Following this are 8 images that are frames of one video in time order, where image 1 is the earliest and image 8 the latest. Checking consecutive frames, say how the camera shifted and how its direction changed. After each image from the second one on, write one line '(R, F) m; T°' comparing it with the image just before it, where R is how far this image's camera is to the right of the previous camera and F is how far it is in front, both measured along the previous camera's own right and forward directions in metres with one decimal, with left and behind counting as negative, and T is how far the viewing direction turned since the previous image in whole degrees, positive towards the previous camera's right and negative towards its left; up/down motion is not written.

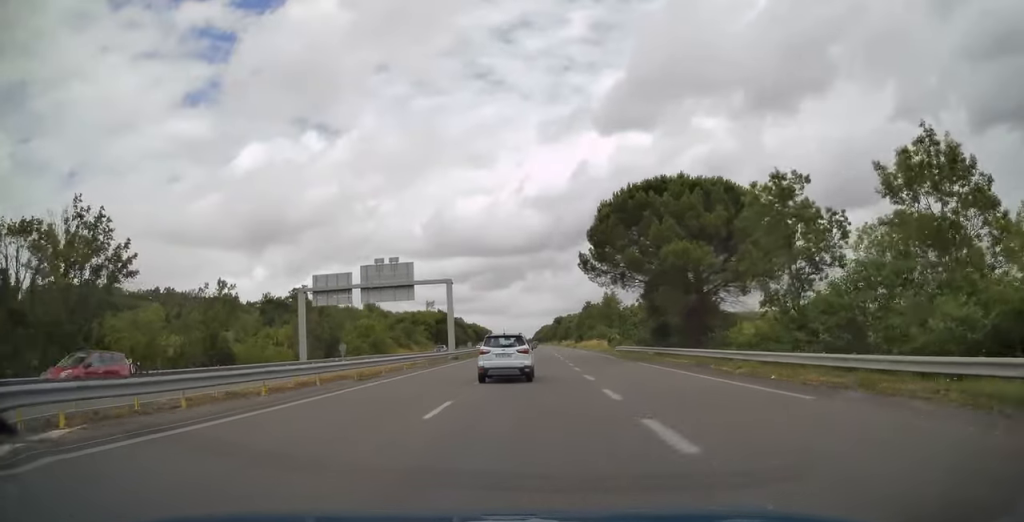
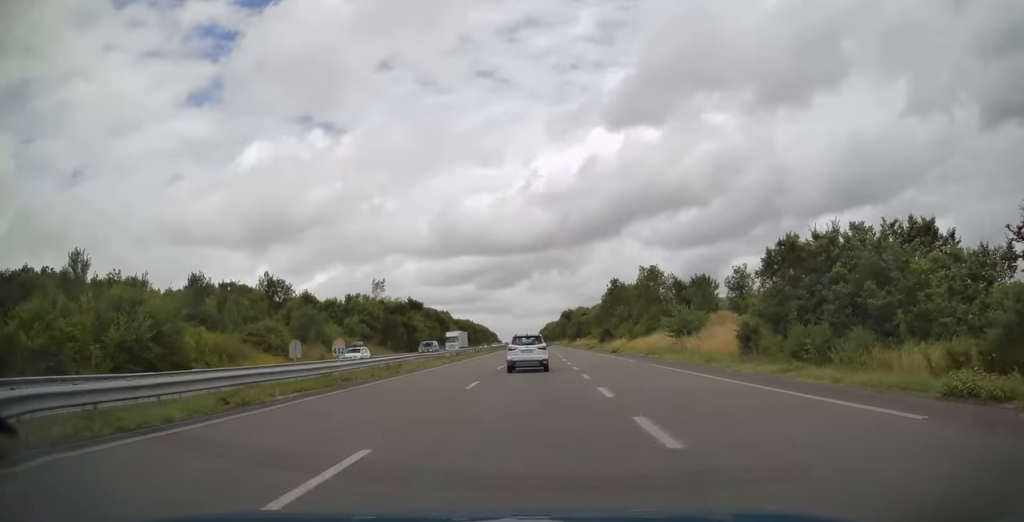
(-0.3, +57.7) m; -1°
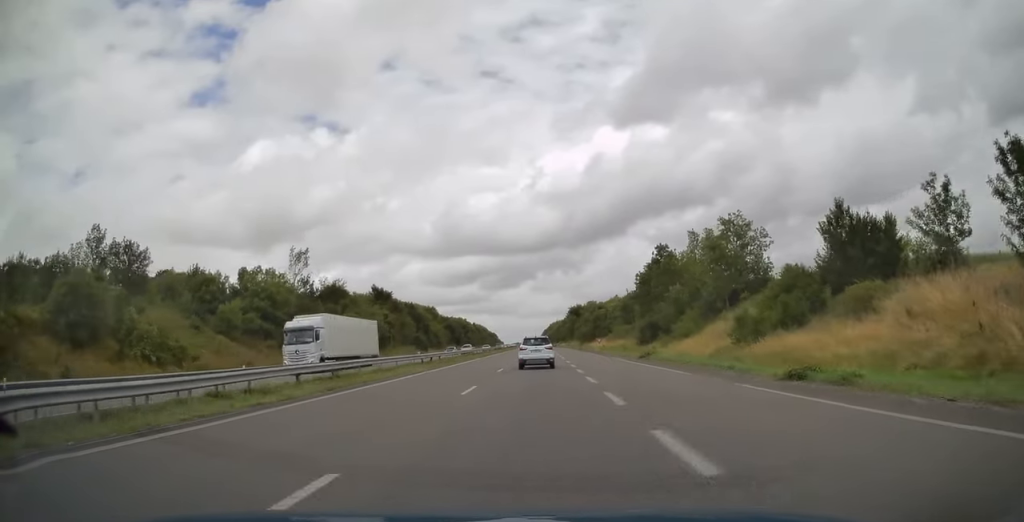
(0.0, +40.1) m; 0°
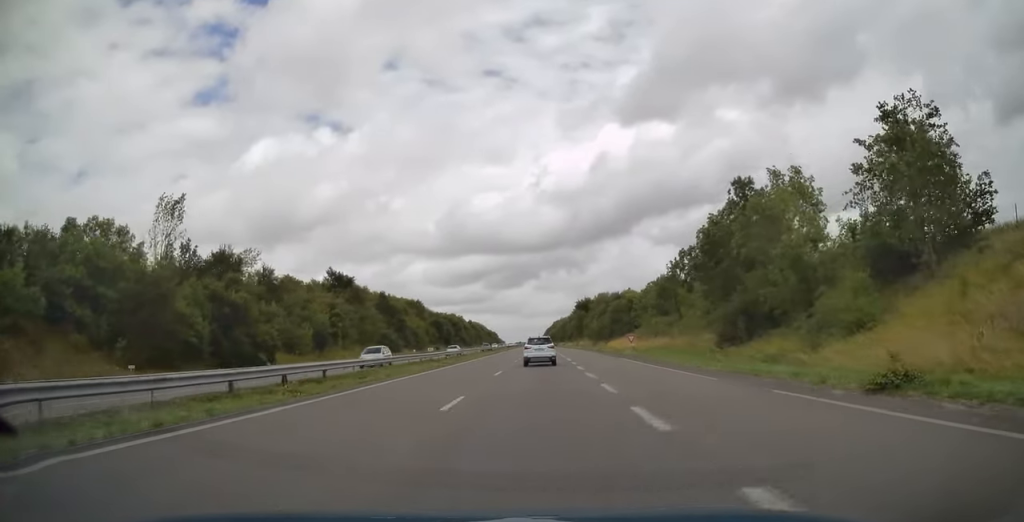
(-0.1, +29.4) m; 0°
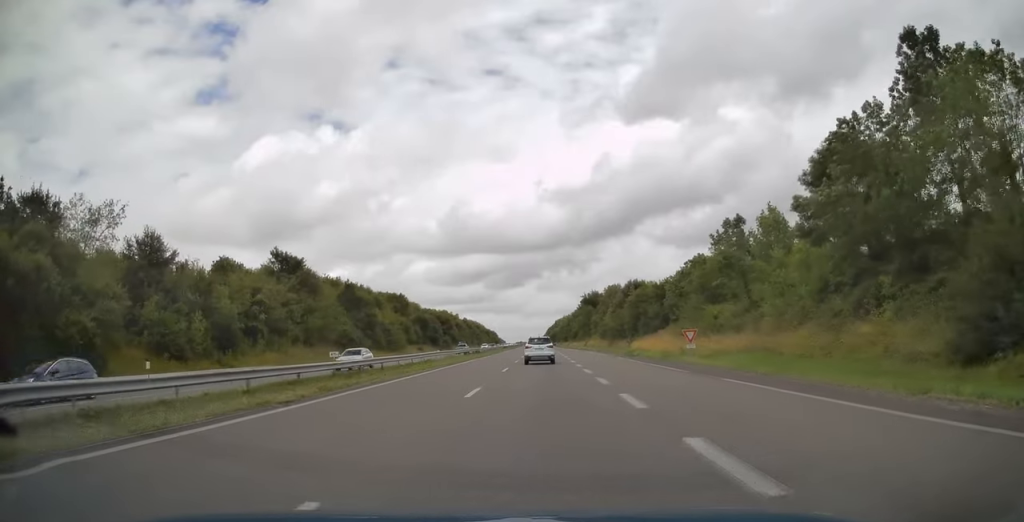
(0.0, +23.0) m; 0°
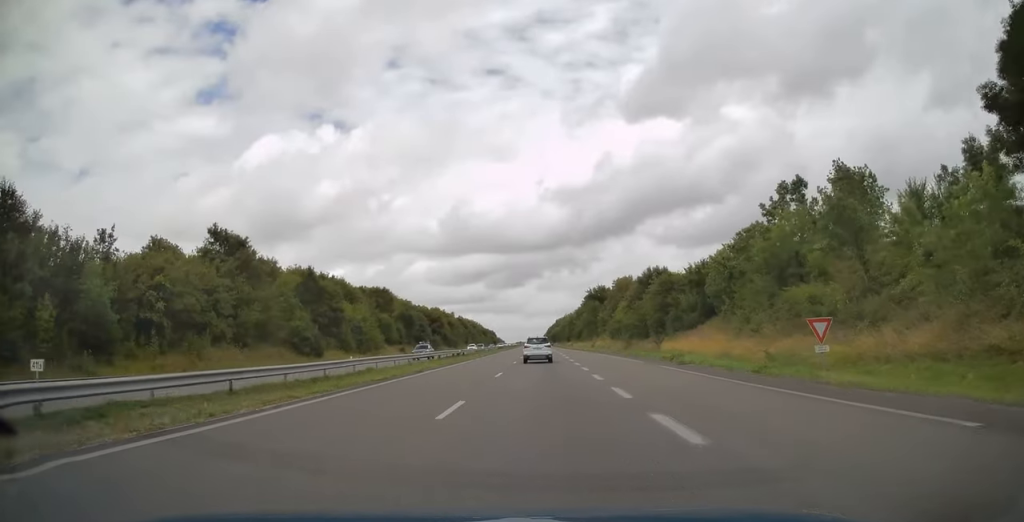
(0.0, +17.2) m; 0°
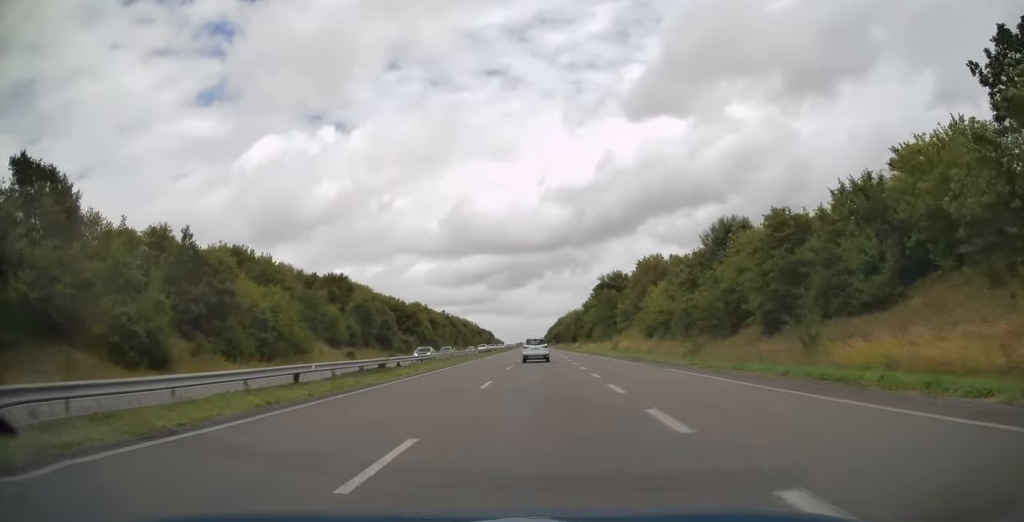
(-0.1, +31.1) m; 0°
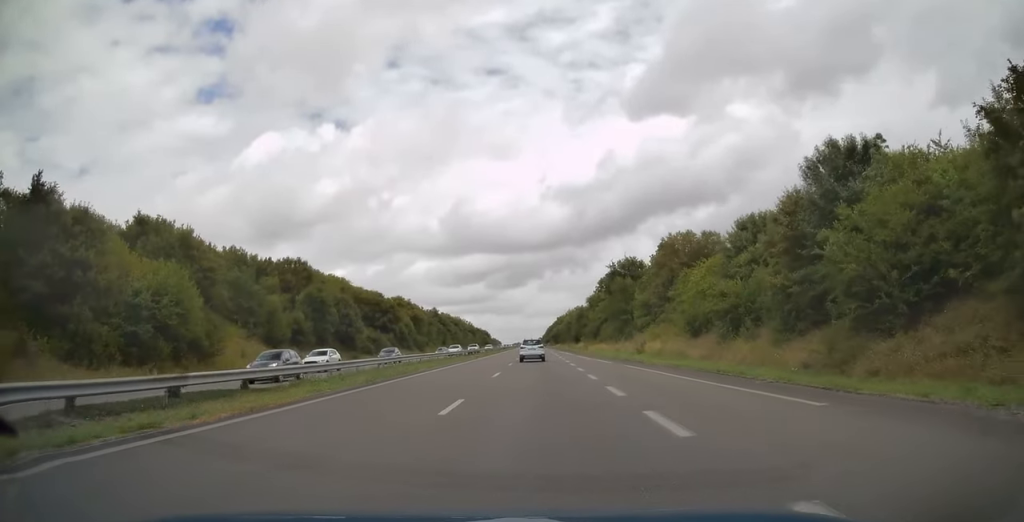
(0.0, +19.9) m; 0°
